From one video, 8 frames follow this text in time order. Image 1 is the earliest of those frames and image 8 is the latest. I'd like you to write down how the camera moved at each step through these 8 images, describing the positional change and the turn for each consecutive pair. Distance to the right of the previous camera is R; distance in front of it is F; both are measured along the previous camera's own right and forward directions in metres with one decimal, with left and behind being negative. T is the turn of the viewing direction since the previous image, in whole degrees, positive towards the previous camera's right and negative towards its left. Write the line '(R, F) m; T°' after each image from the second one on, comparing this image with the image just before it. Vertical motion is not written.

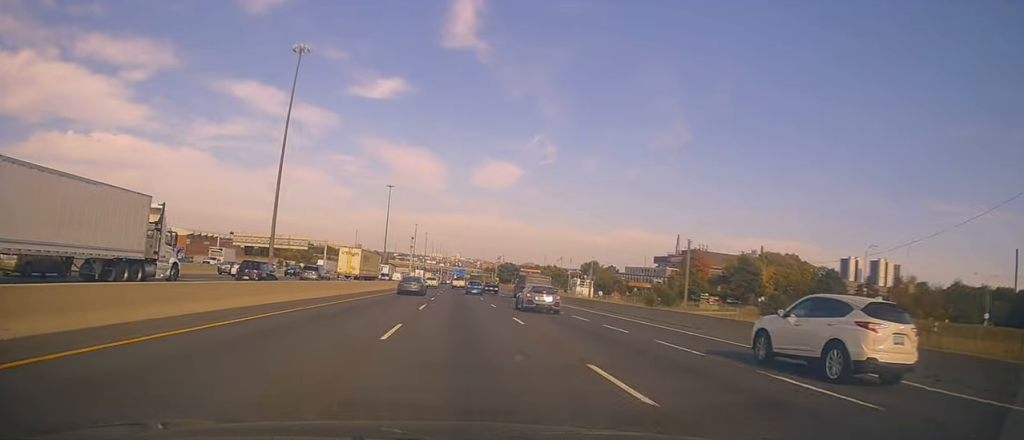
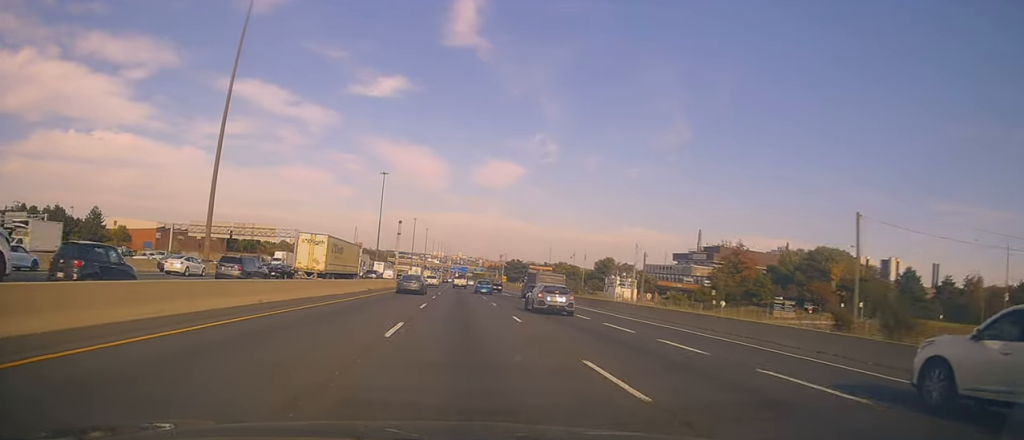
(0.0, +24.1) m; -1°
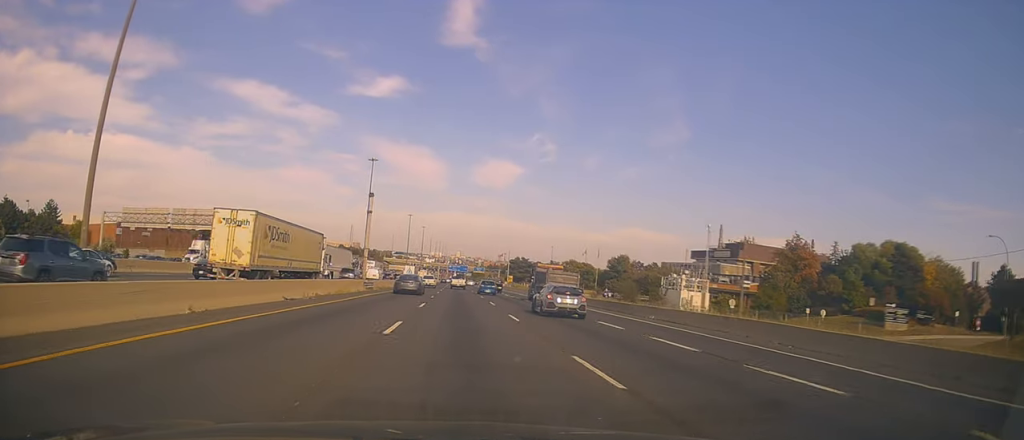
(-0.3, +24.1) m; 0°
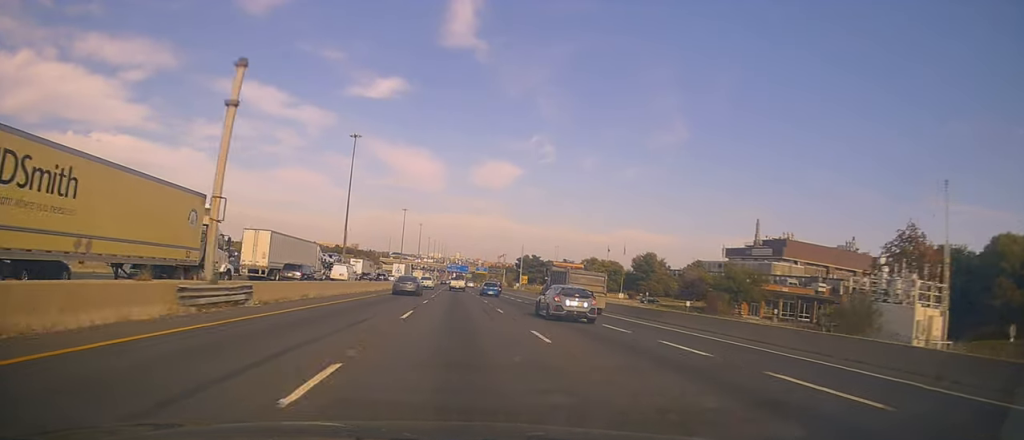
(+0.3, +32.4) m; -1°
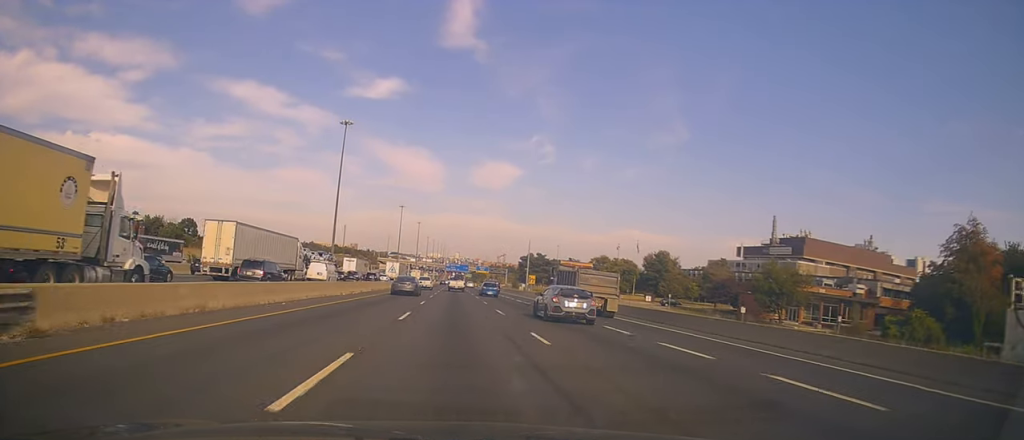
(-0.3, +12.7) m; 0°
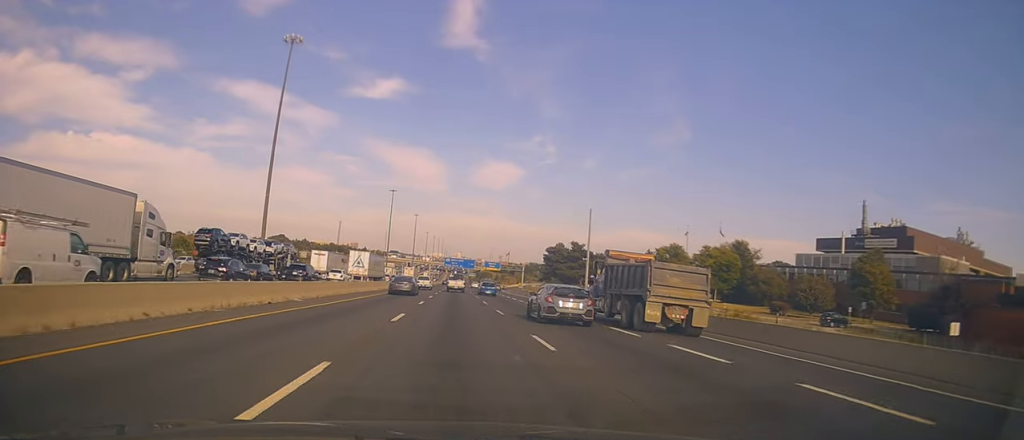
(+0.6, +50.1) m; 0°
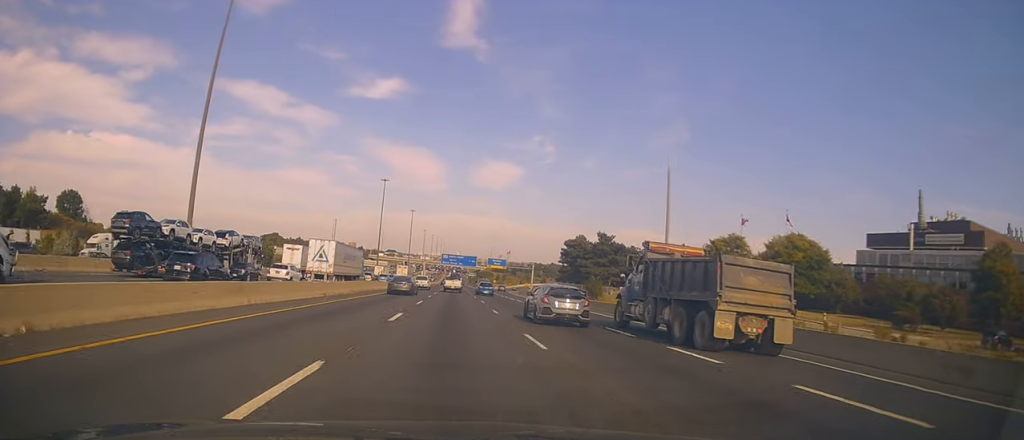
(-0.2, +24.1) m; 0°
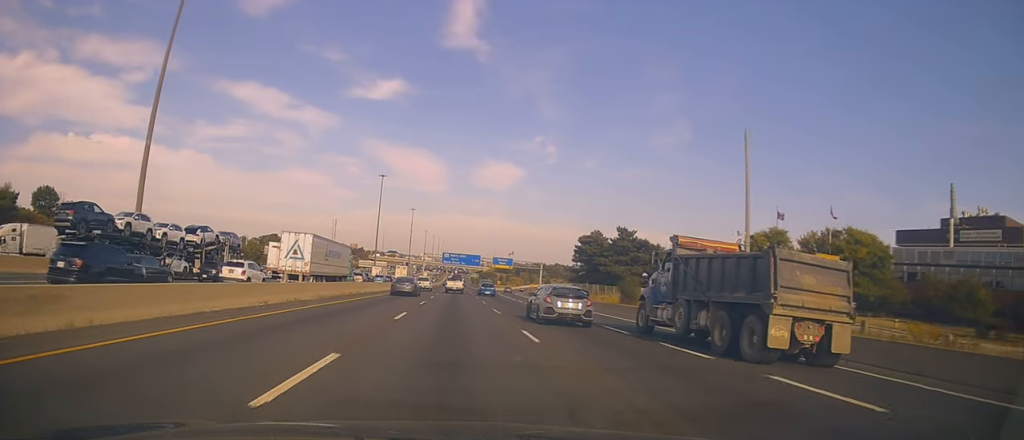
(-0.1, +11.2) m; +1°
